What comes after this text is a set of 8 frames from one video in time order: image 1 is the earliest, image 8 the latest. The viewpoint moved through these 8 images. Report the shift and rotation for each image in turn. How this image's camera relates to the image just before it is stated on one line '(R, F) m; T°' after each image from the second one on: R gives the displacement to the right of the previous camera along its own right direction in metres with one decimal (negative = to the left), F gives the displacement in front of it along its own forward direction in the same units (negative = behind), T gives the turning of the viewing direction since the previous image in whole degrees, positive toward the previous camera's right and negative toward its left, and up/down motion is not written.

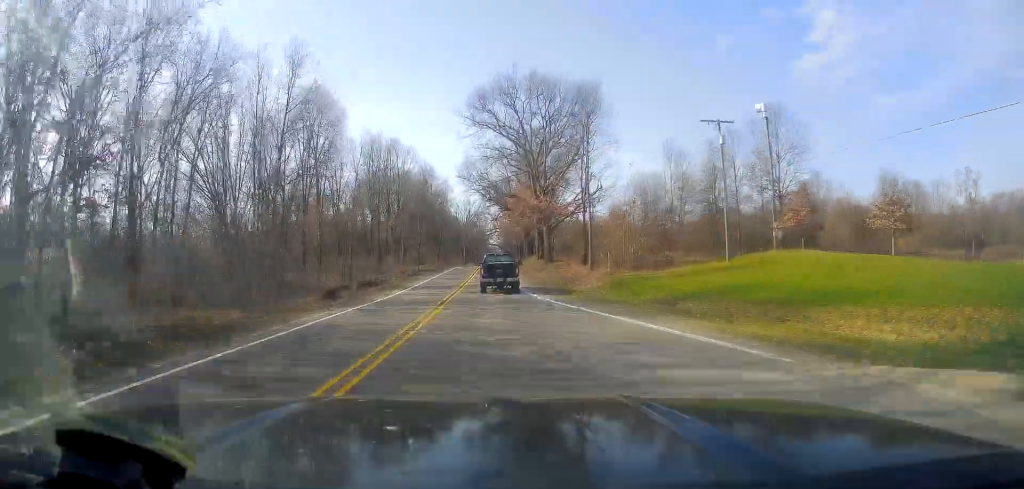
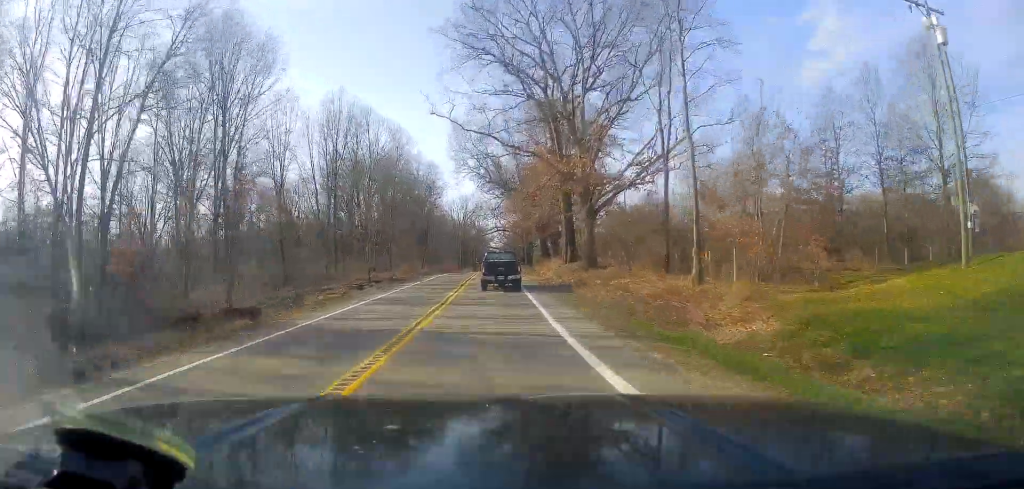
(+0.1, +25.3) m; 0°
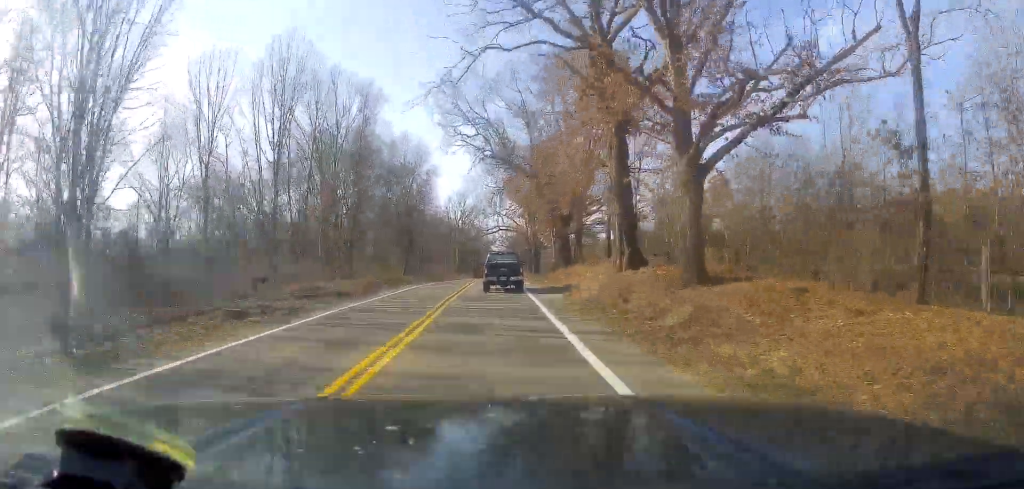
(-0.1, +18.4) m; 0°
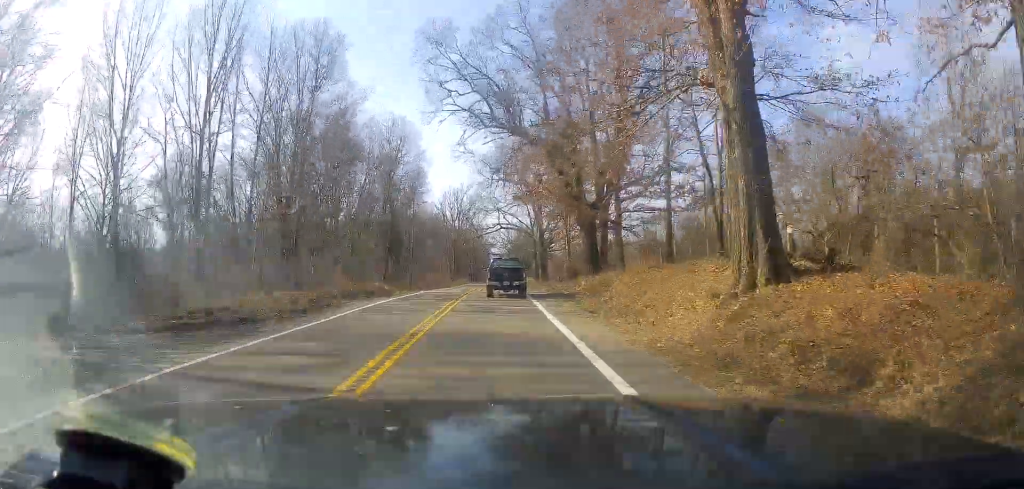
(-0.4, +13.1) m; 0°
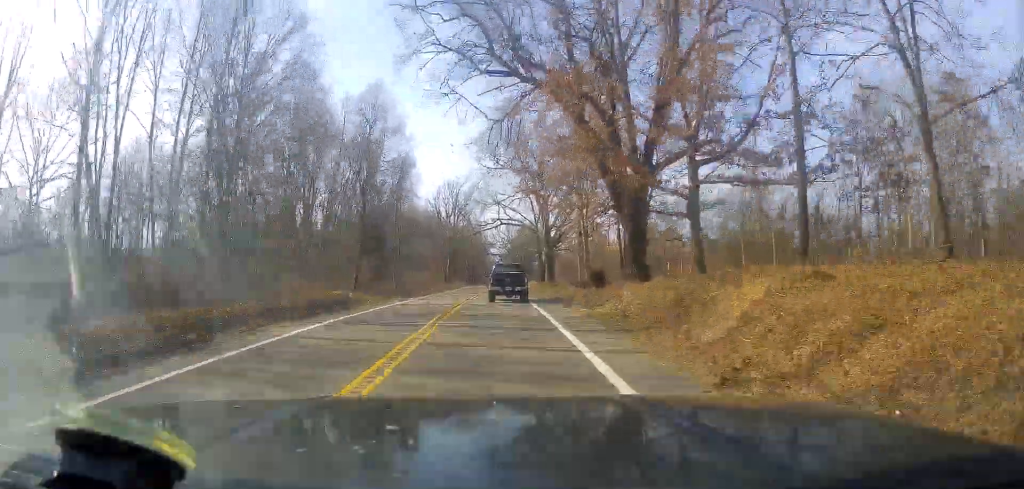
(+0.4, +11.5) m; +1°
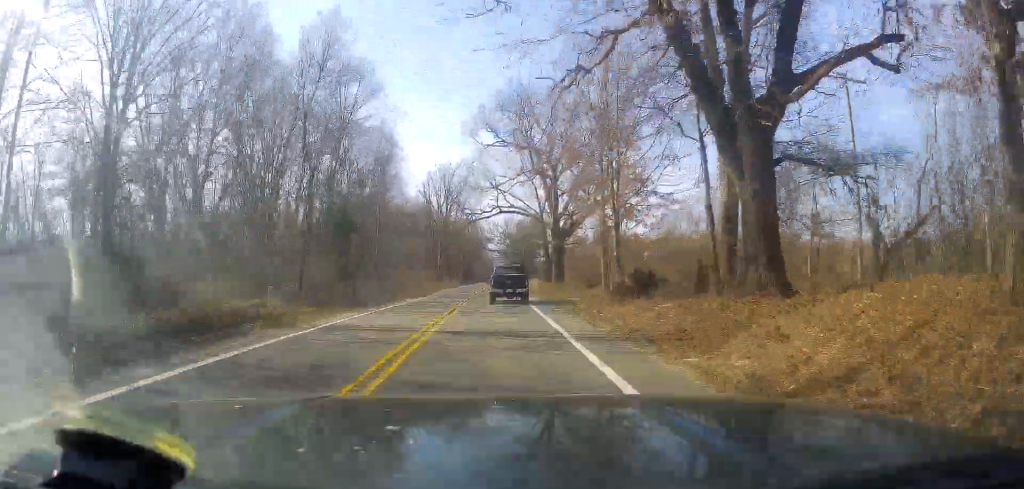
(+0.2, +12.8) m; 0°
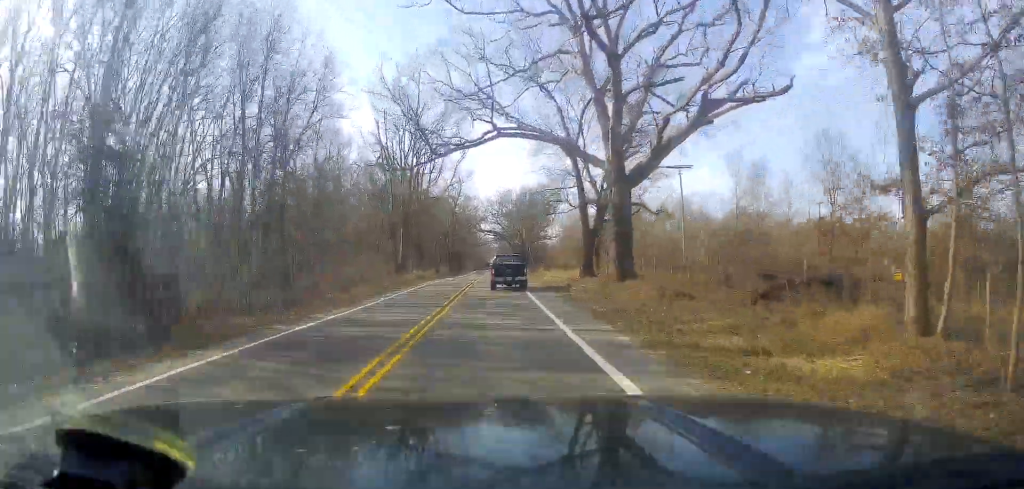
(0.0, +31.8) m; +1°
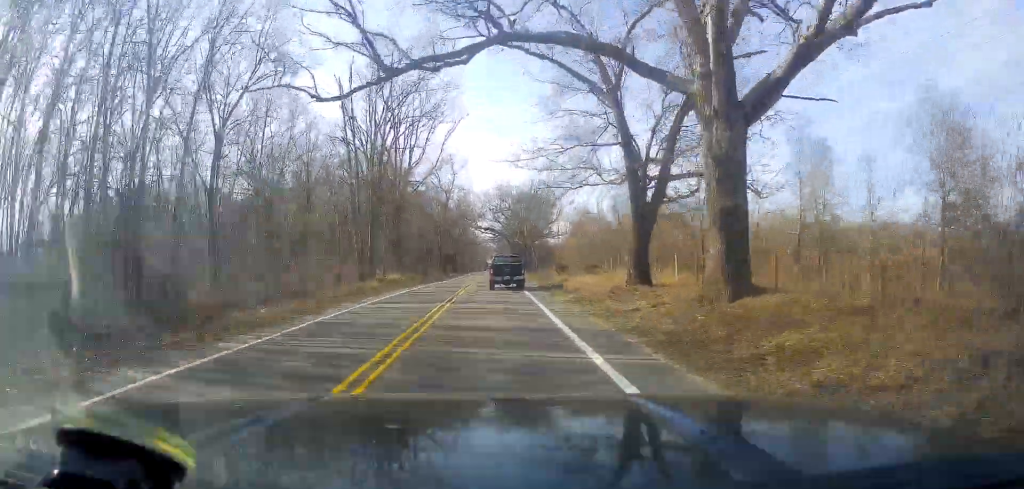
(+0.1, +13.7) m; -1°
